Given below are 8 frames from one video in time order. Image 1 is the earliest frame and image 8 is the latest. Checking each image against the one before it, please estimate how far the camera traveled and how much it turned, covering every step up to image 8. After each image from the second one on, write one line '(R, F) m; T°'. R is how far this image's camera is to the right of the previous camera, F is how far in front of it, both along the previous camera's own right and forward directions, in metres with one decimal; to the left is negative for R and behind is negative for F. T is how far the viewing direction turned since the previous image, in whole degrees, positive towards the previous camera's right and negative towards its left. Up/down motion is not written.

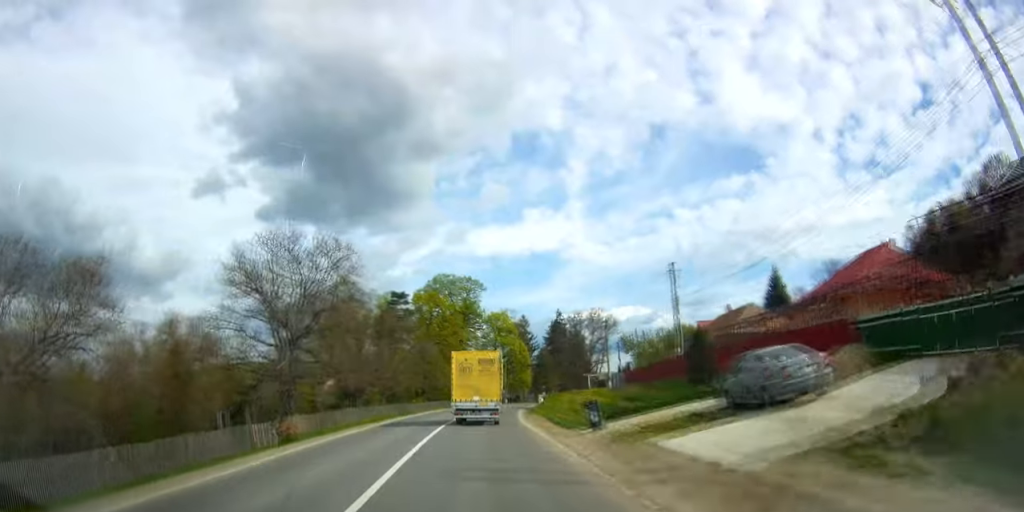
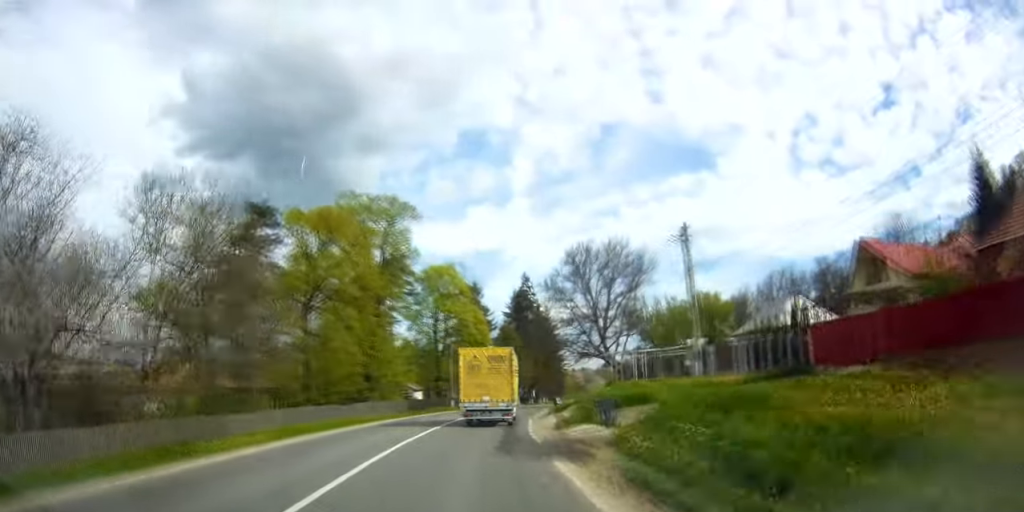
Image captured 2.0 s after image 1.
(0.0, +44.2) m; +2°
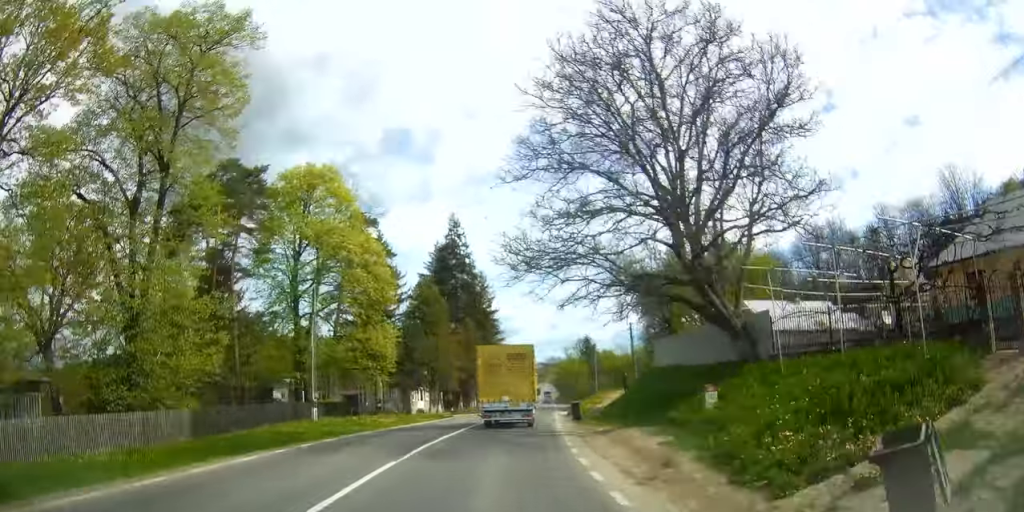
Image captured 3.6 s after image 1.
(+2.5, +36.4) m; +6°
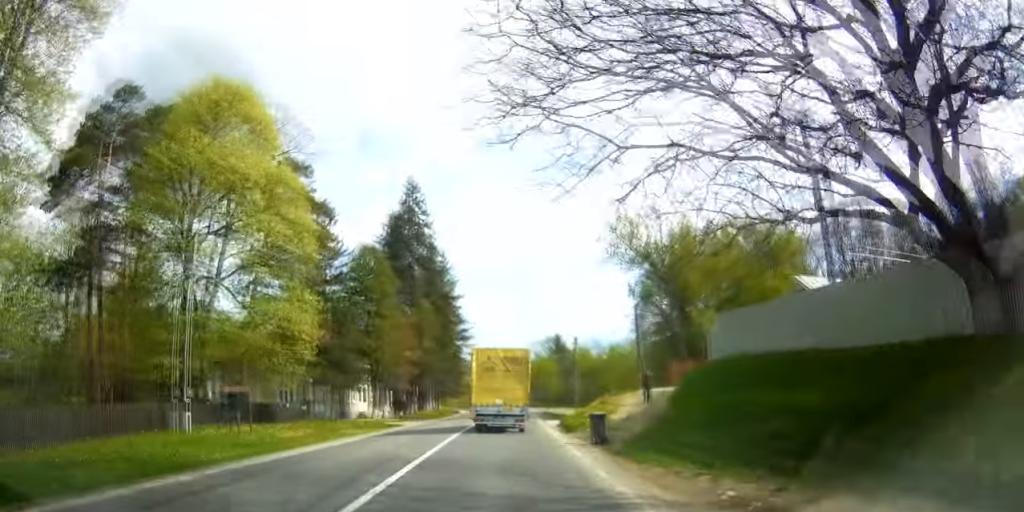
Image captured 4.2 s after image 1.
(+0.4, +13.5) m; +1°
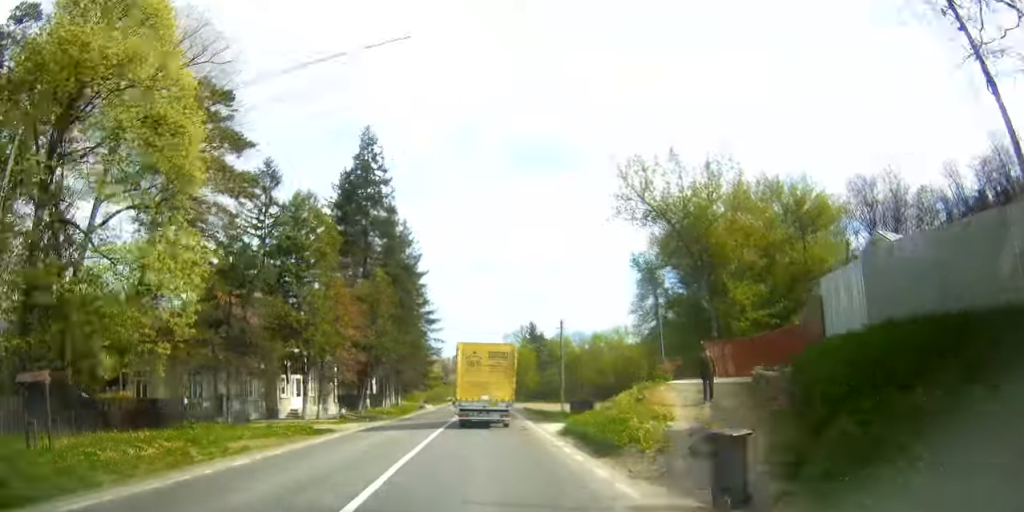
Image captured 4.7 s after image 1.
(-0.4, +10.9) m; 0°
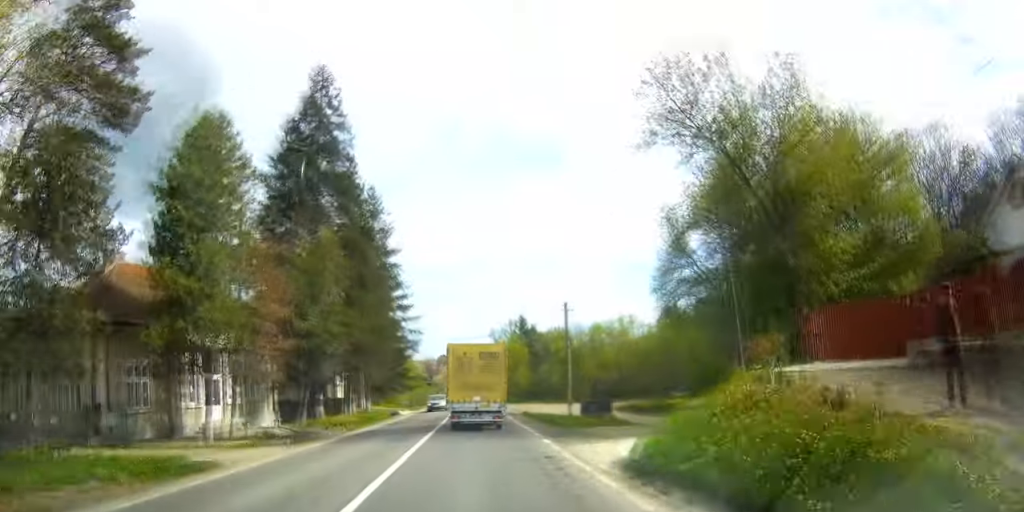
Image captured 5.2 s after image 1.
(-0.2, +11.8) m; +1°
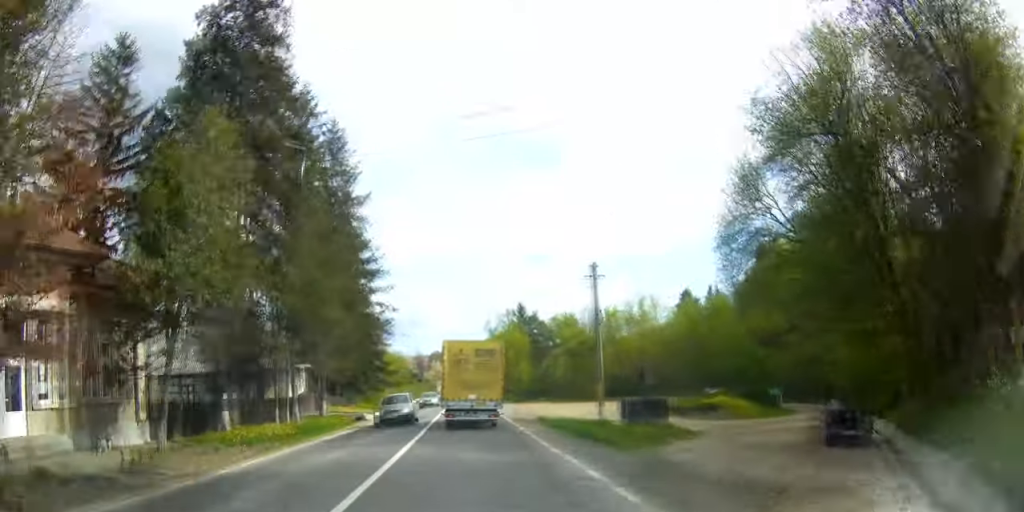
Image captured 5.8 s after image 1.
(+0.3, +13.6) m; +5°
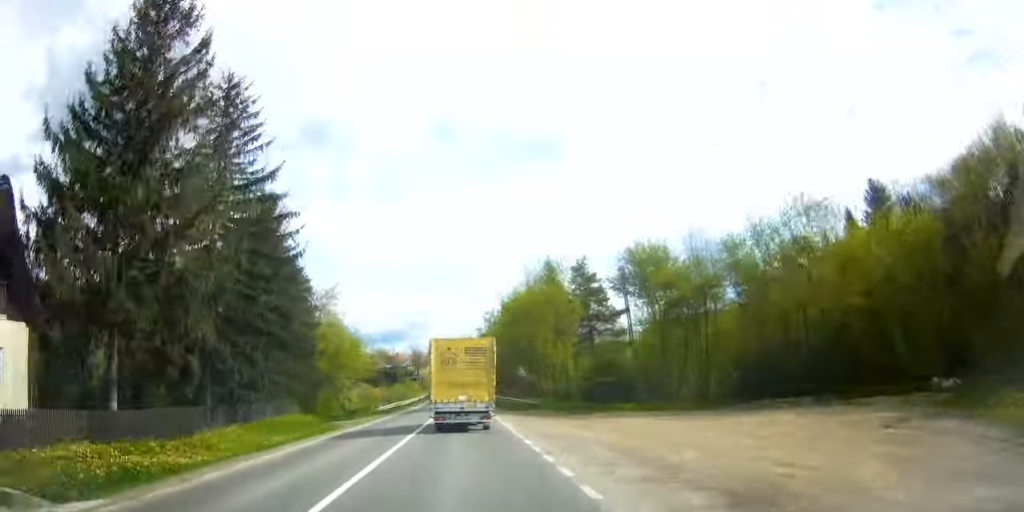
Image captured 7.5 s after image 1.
(+3.9, +36.7) m; +7°
